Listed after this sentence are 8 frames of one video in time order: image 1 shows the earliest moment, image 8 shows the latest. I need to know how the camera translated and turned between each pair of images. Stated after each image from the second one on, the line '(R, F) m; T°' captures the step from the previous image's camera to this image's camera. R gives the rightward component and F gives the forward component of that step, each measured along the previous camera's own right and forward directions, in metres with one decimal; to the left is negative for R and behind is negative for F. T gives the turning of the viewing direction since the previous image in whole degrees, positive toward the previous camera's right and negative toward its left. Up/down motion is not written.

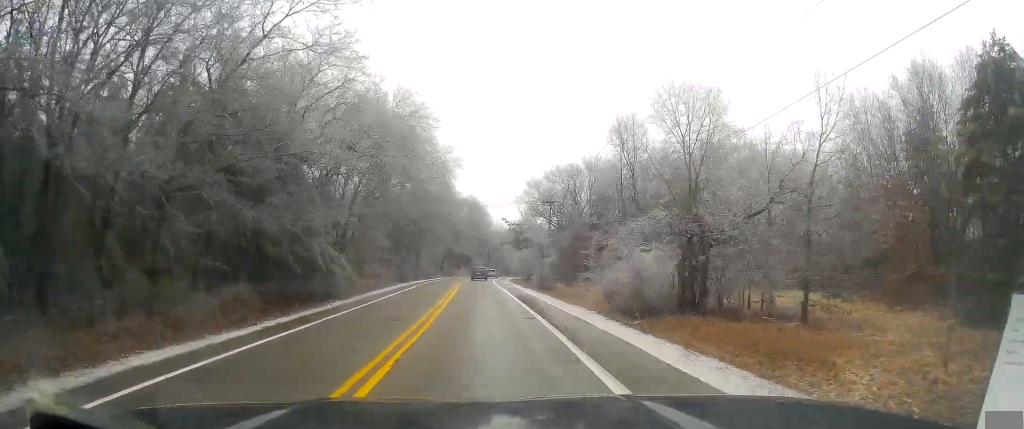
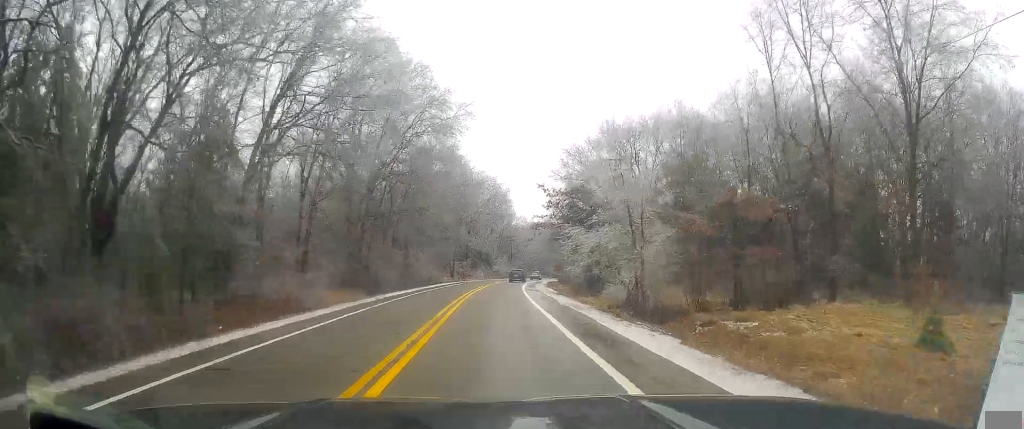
(+0.2, +27.9) m; -1°
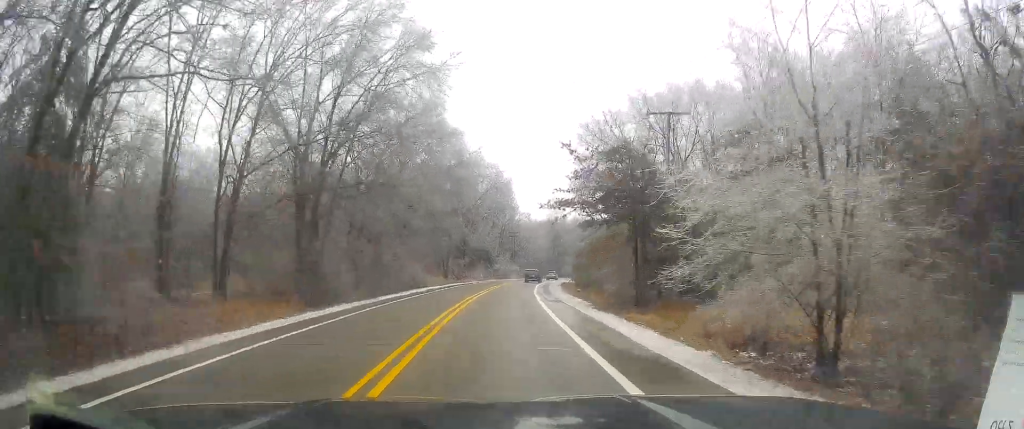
(+0.3, +13.9) m; -2°
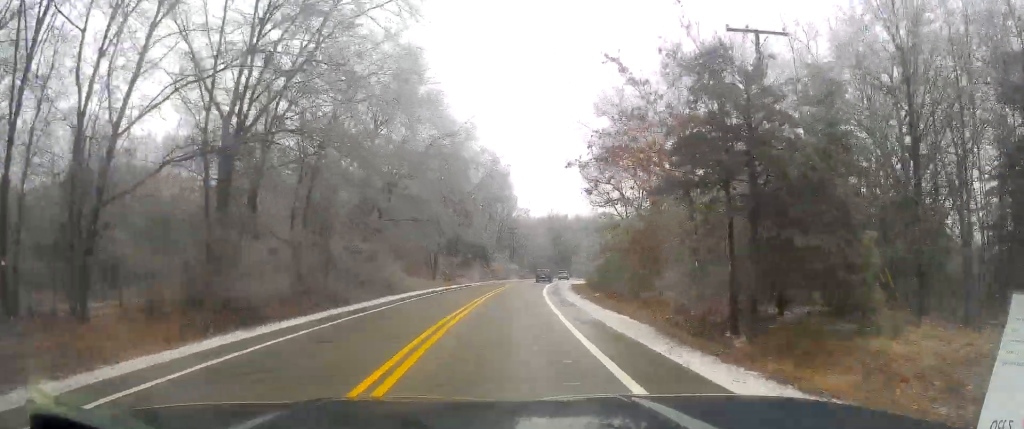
(-0.8, +12.1) m; -1°
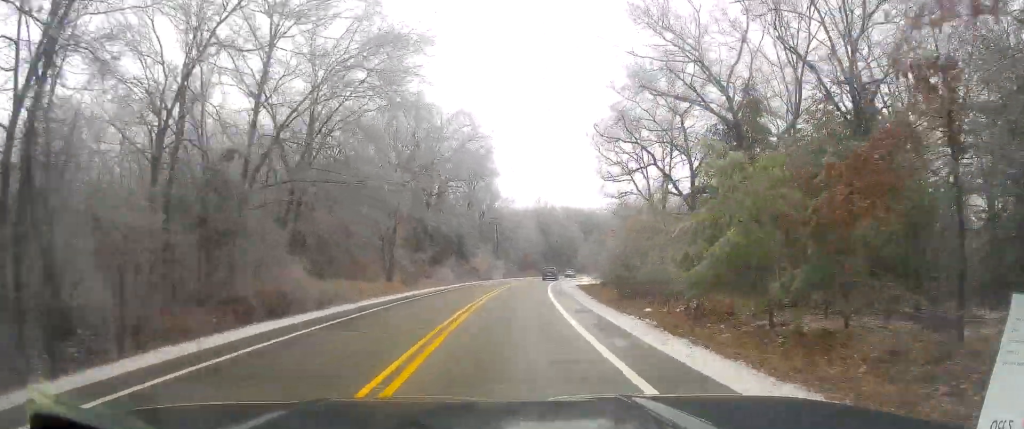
(0.0, +19.2) m; 0°
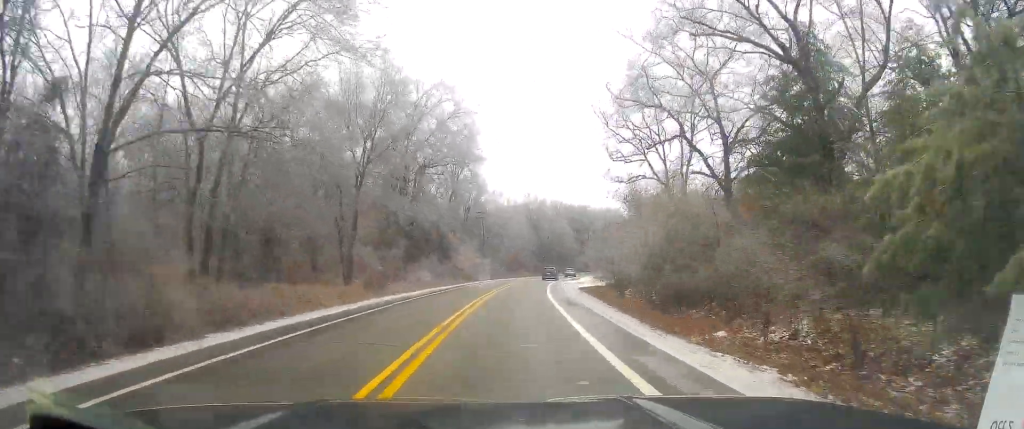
(+0.3, +10.0) m; +1°
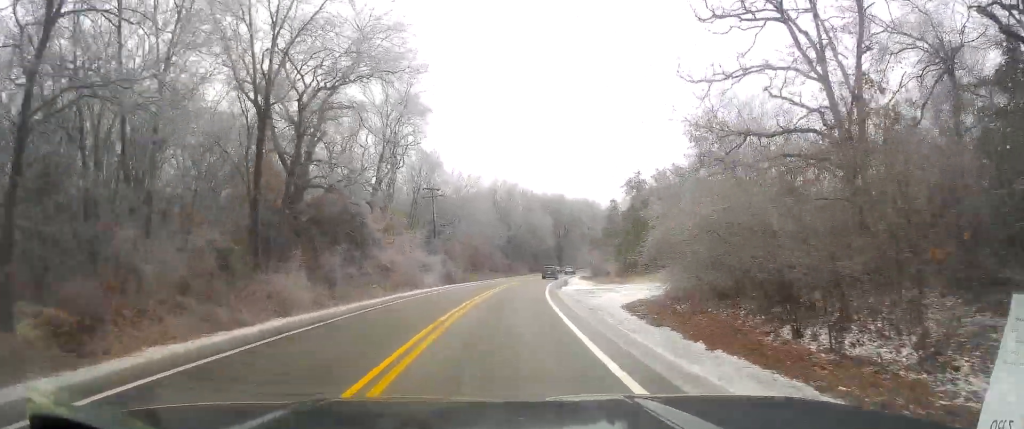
(0.0, +28.3) m; +1°
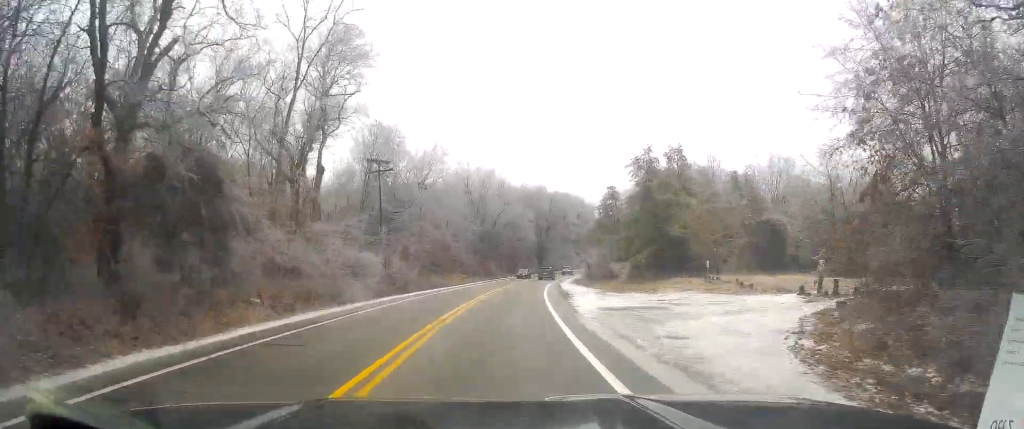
(+0.3, +18.5) m; +1°
